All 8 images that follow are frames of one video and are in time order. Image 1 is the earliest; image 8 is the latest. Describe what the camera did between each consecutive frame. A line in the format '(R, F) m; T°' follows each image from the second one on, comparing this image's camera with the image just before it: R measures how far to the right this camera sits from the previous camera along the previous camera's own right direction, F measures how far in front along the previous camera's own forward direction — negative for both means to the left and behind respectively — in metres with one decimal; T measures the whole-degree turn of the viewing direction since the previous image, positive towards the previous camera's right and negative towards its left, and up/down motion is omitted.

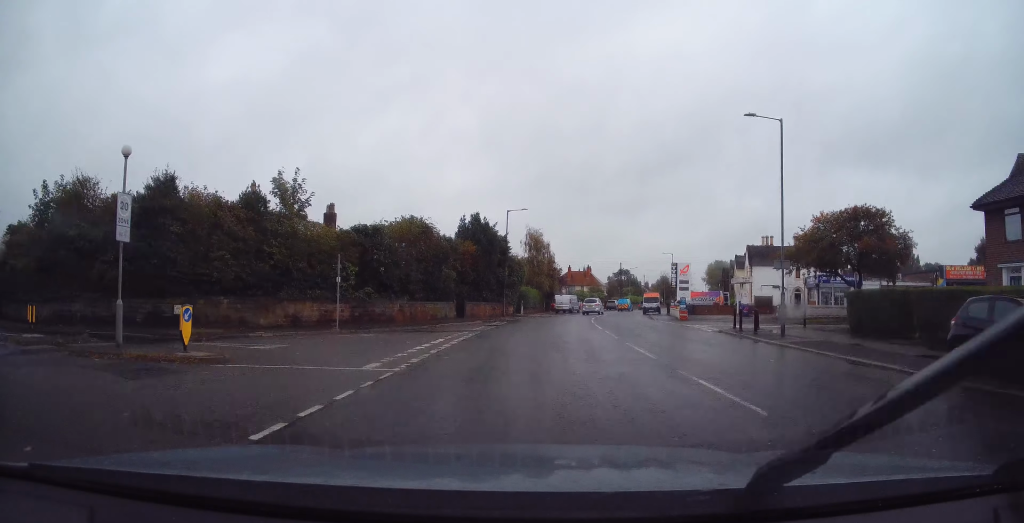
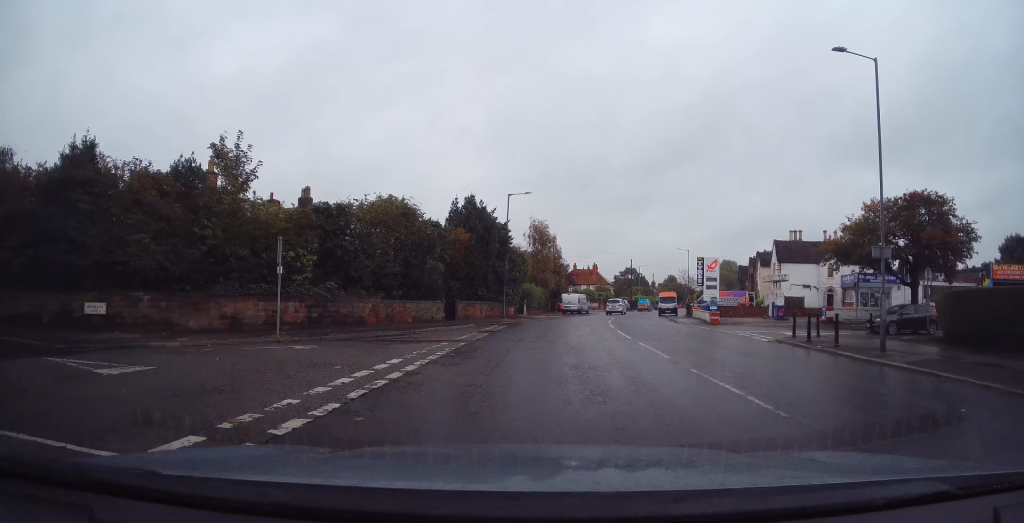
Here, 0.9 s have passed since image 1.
(+0.4, +6.3) m; +1°
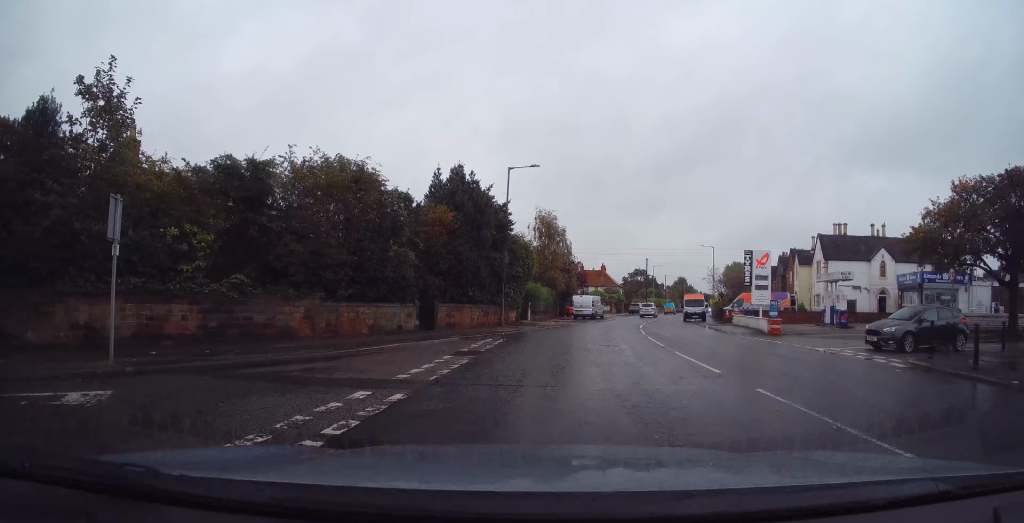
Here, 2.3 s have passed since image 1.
(-0.7, +8.2) m; -5°
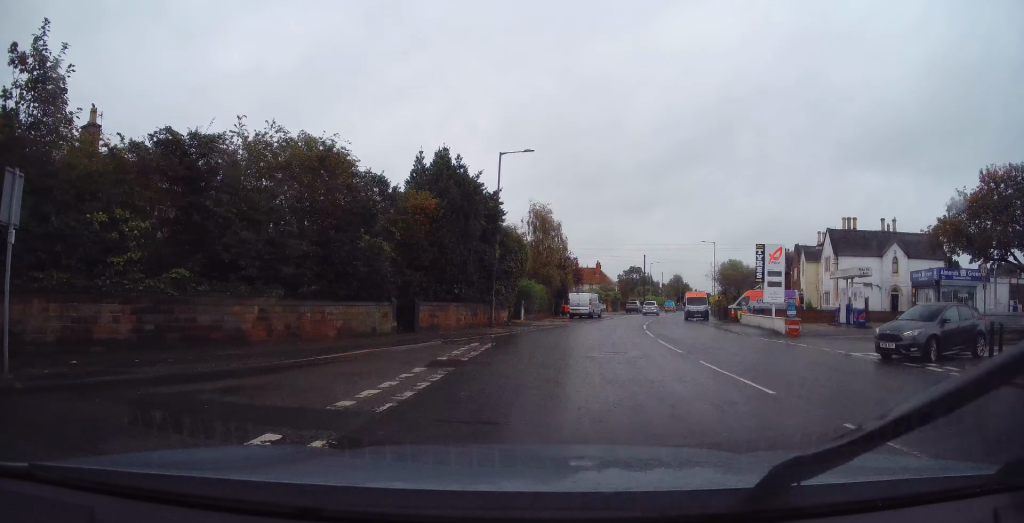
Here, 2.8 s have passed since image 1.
(-0.2, +2.7) m; +2°
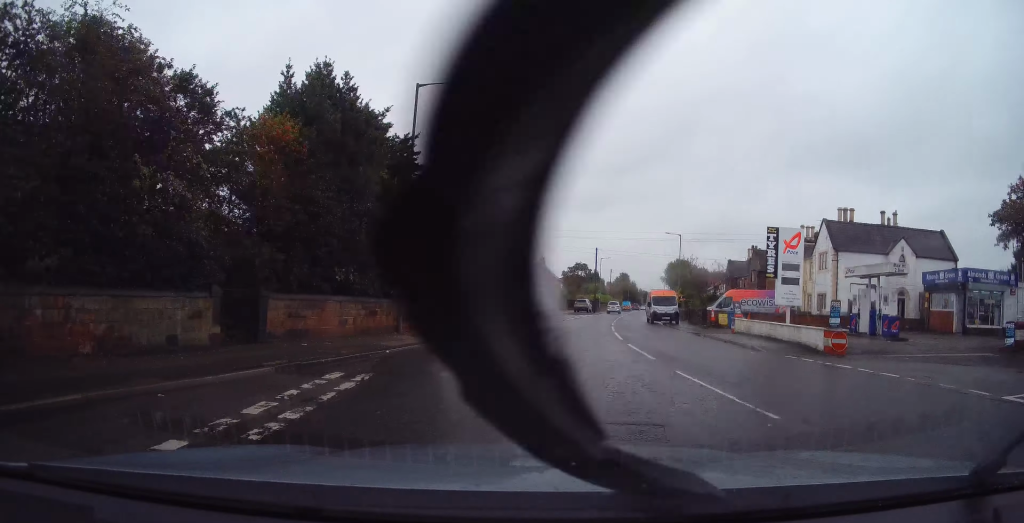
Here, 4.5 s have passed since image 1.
(+1.1, +8.2) m; +11°
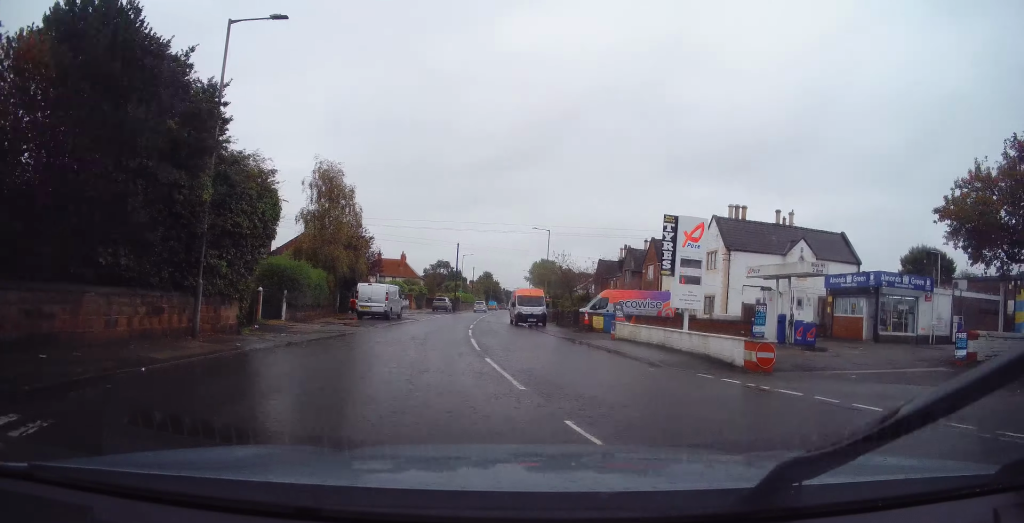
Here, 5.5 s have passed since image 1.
(+0.2, +4.1) m; +16°
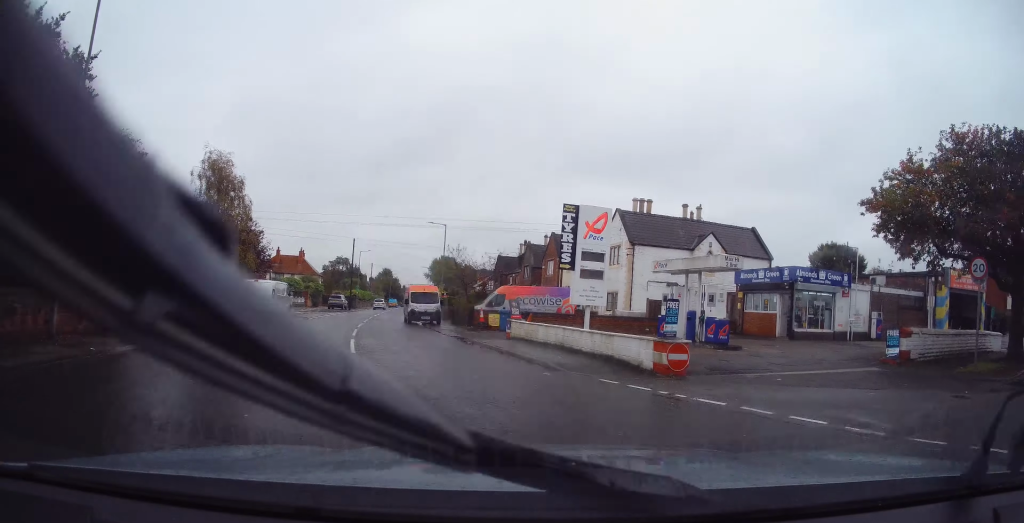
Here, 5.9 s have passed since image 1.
(+0.1, +1.4) m; +10°
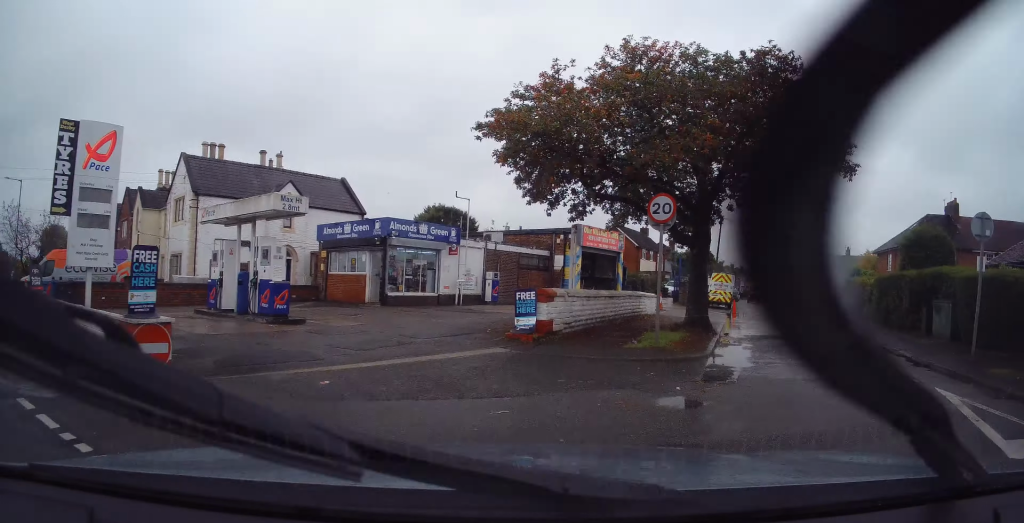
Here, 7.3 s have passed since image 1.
(+1.8, +4.5) m; +43°
